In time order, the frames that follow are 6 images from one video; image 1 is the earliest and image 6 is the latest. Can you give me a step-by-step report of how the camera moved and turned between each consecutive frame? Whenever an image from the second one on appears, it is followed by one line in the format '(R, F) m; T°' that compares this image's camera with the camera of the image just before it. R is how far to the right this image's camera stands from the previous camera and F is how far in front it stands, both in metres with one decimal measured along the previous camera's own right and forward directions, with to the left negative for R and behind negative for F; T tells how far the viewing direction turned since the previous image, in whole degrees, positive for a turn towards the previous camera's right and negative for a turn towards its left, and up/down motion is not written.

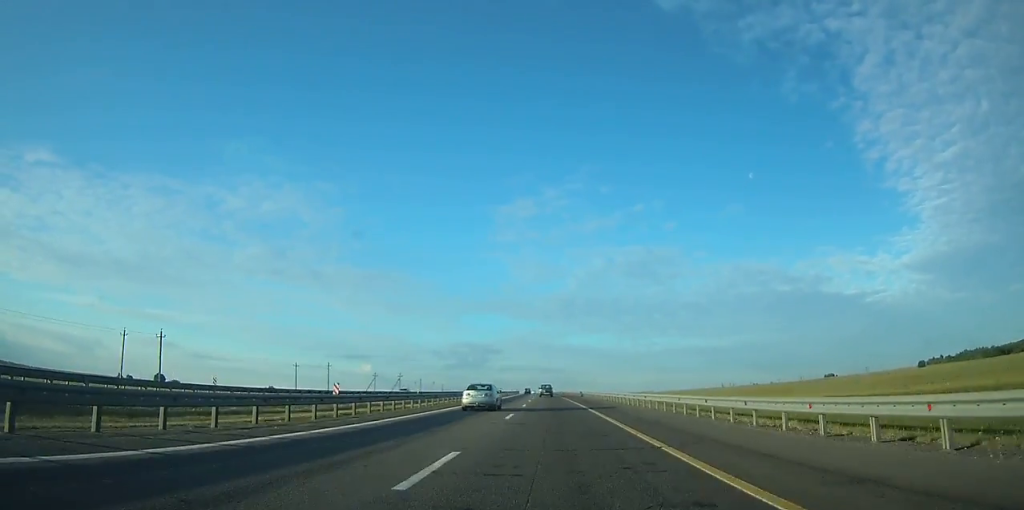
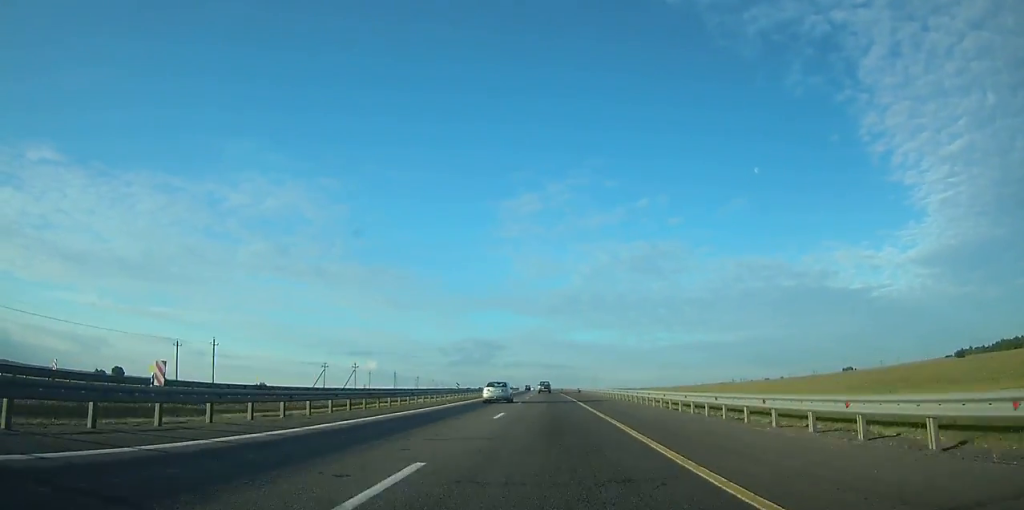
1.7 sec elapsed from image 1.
(-0.1, +50.0) m; -1°
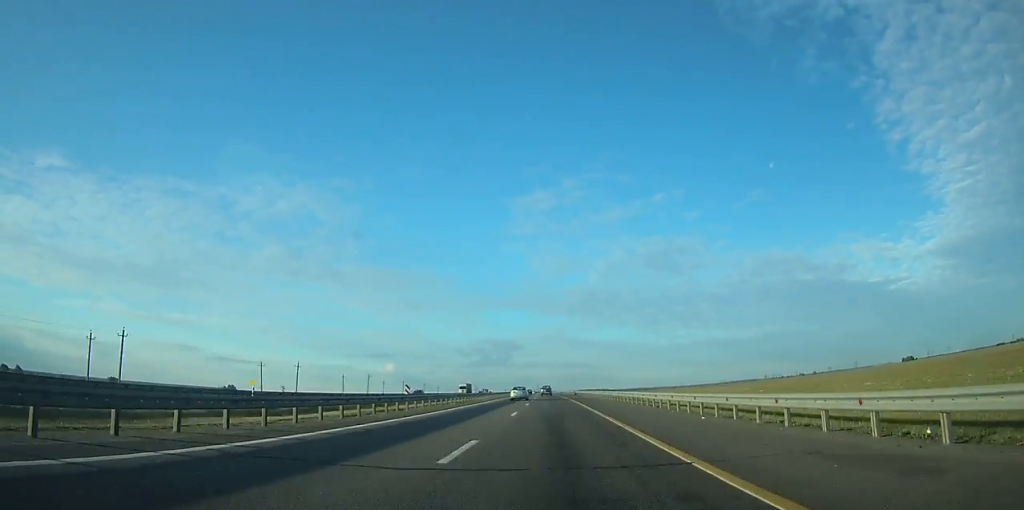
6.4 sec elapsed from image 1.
(-2.3, +146.4) m; -2°
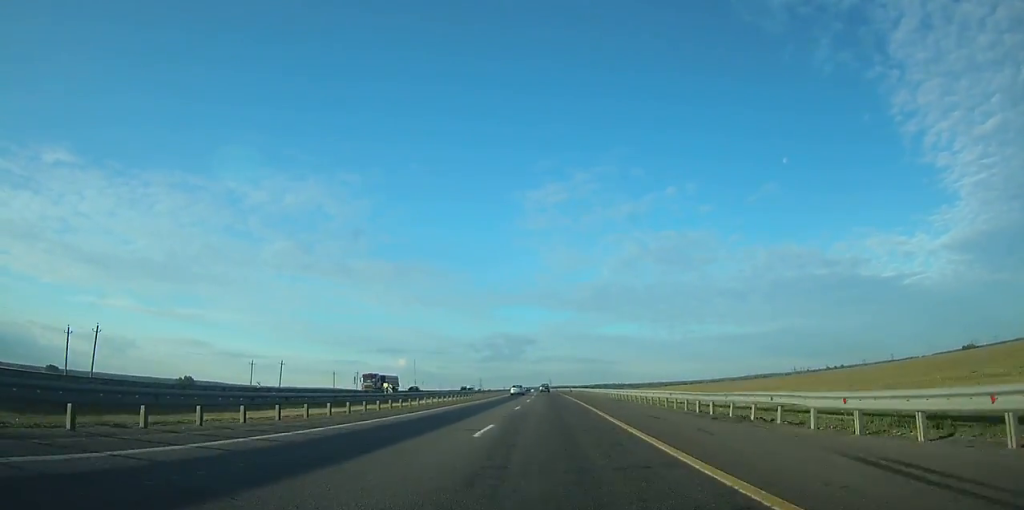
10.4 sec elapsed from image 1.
(-1.6, +126.7) m; -1°
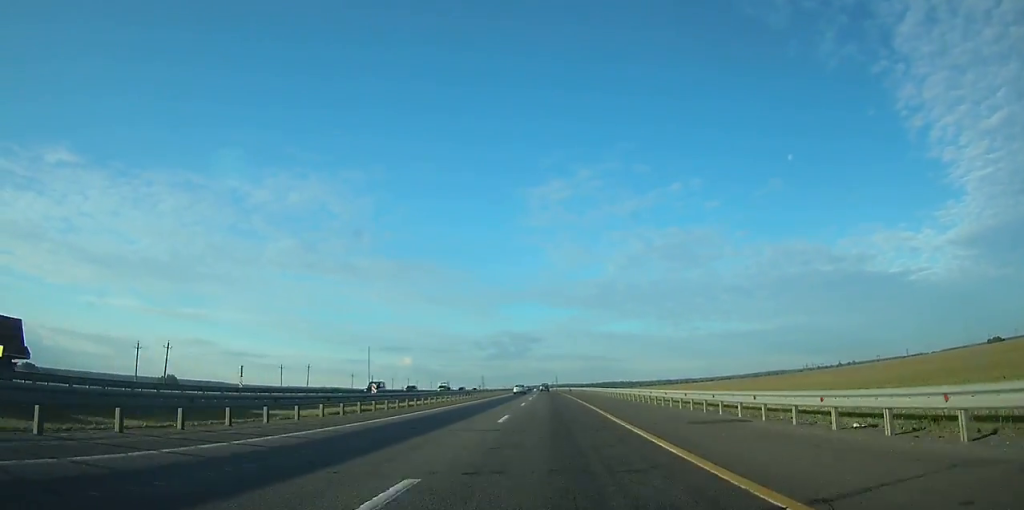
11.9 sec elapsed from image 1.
(-0.2, +43.6) m; -1°
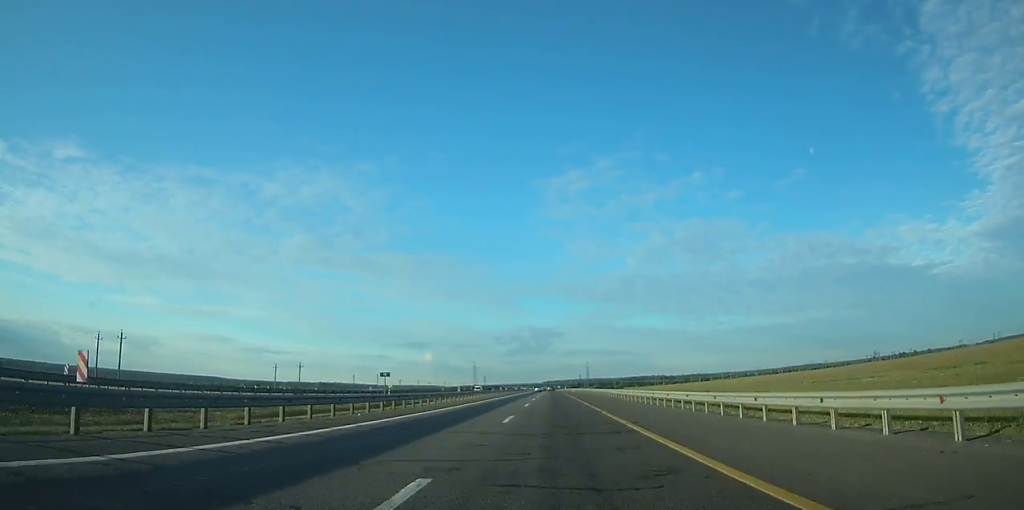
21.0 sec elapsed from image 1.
(-5.9, +251.5) m; -2°
